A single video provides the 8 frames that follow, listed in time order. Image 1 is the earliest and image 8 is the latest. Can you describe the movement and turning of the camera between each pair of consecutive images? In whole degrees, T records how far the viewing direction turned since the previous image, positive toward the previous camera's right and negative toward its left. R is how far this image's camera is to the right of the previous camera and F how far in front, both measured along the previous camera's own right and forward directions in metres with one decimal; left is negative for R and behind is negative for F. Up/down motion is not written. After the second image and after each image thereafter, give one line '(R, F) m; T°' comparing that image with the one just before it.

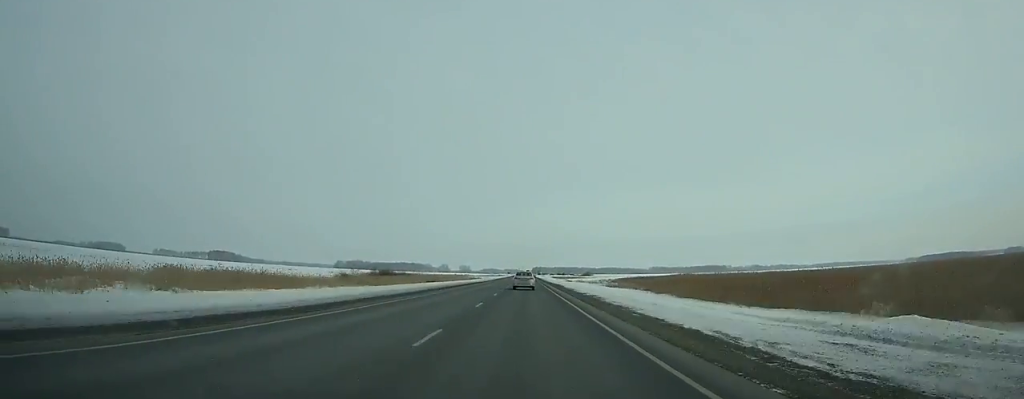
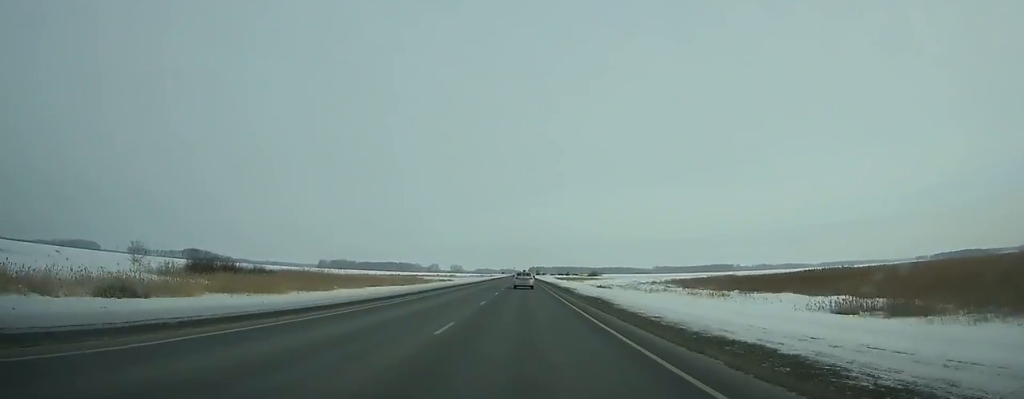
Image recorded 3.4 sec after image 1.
(+0.6, +95.4) m; 0°
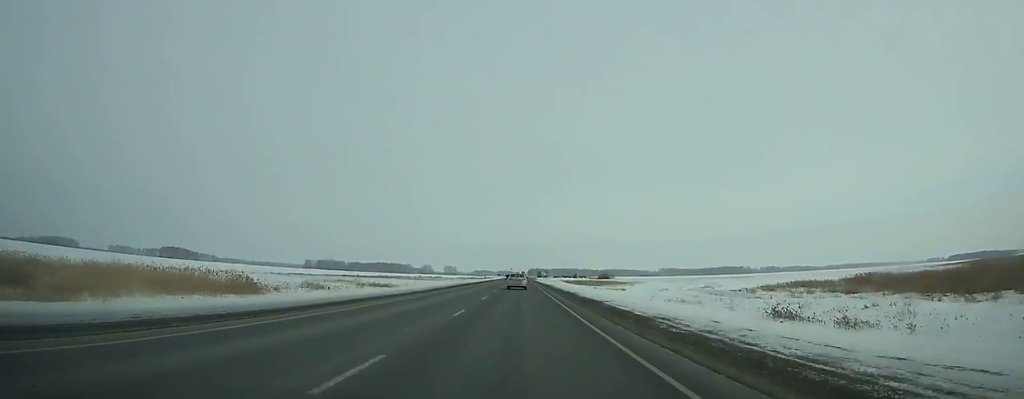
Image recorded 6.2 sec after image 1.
(+0.2, +79.1) m; 0°
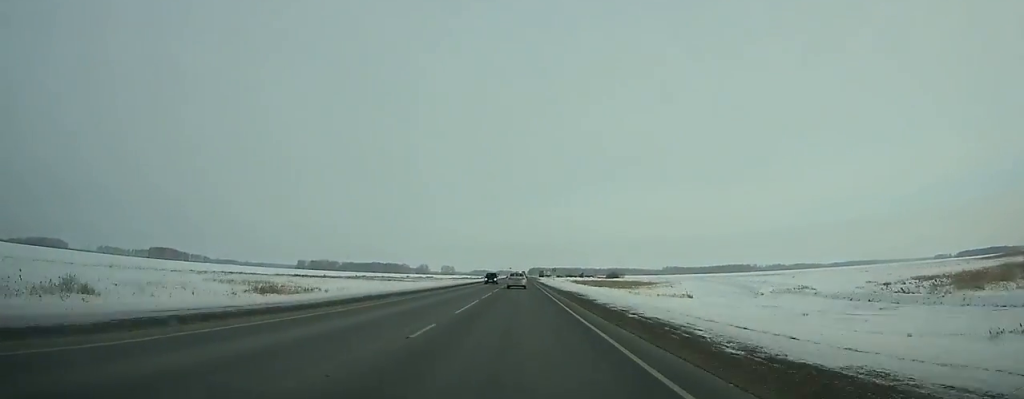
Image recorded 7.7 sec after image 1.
(-0.2, +43.0) m; 0°
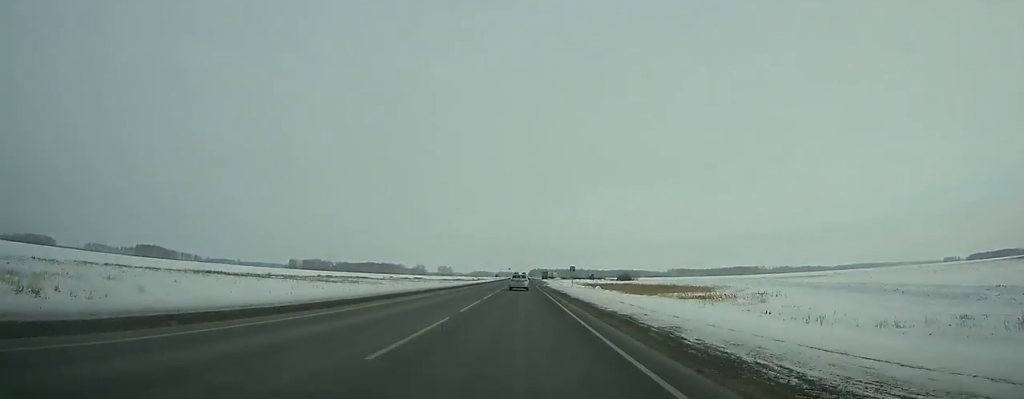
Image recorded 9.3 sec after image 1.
(-0.1, +45.9) m; 0°
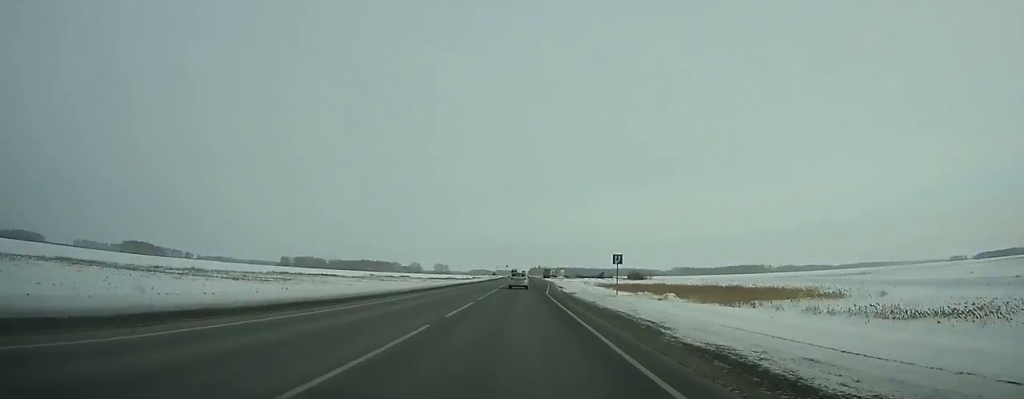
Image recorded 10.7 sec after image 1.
(-0.1, +40.5) m; 0°
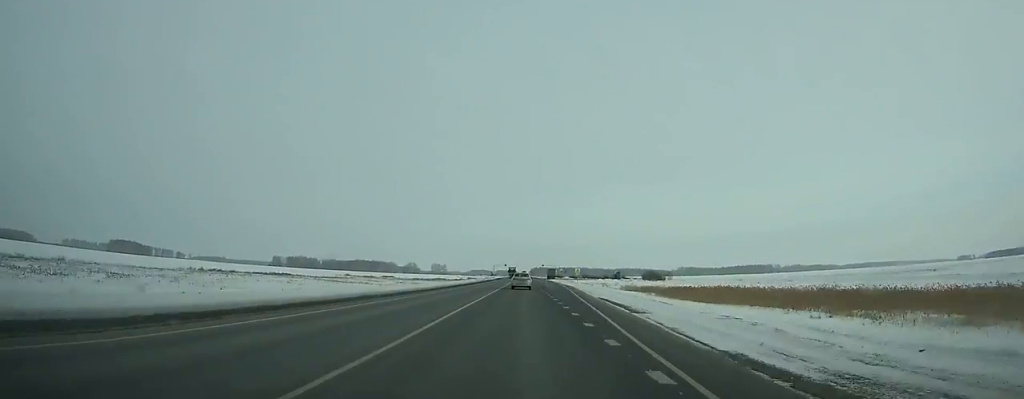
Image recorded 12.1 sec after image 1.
(-0.1, +40.5) m; 0°
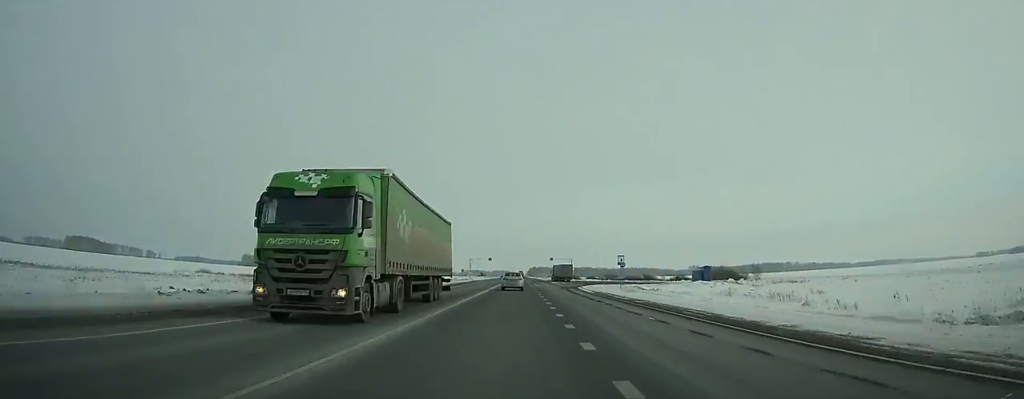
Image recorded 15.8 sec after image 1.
(-0.1, +107.7) m; 0°
